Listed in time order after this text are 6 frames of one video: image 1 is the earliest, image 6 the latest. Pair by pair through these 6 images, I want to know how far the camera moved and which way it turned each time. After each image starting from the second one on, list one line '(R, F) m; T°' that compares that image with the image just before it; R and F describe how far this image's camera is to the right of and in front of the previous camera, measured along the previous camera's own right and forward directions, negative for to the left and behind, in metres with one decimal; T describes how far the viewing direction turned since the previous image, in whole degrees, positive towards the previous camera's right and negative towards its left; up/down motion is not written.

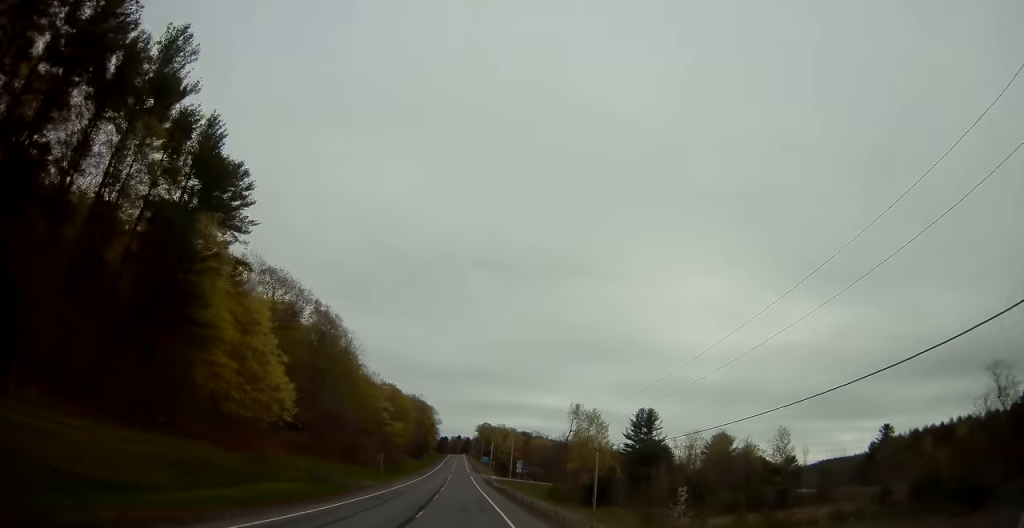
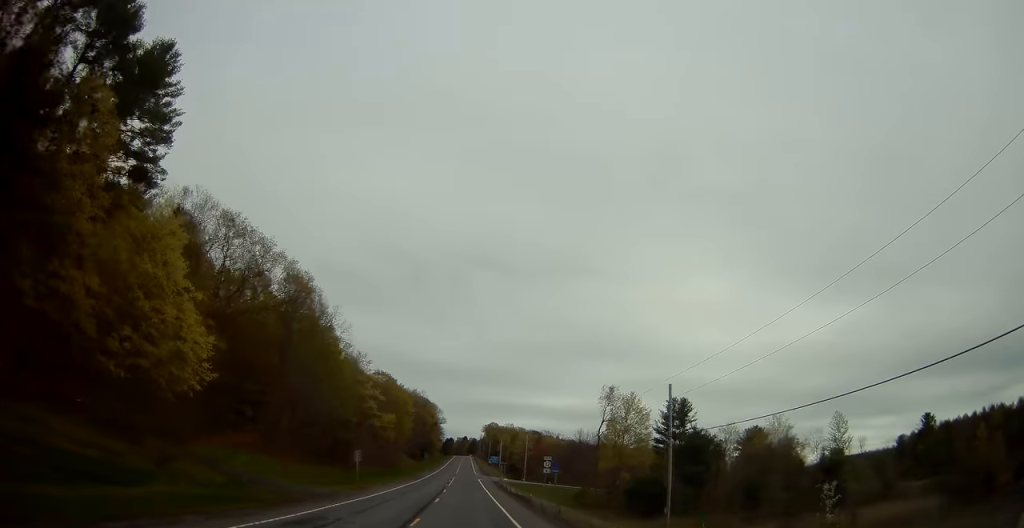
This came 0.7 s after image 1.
(-0.3, +17.9) m; -1°
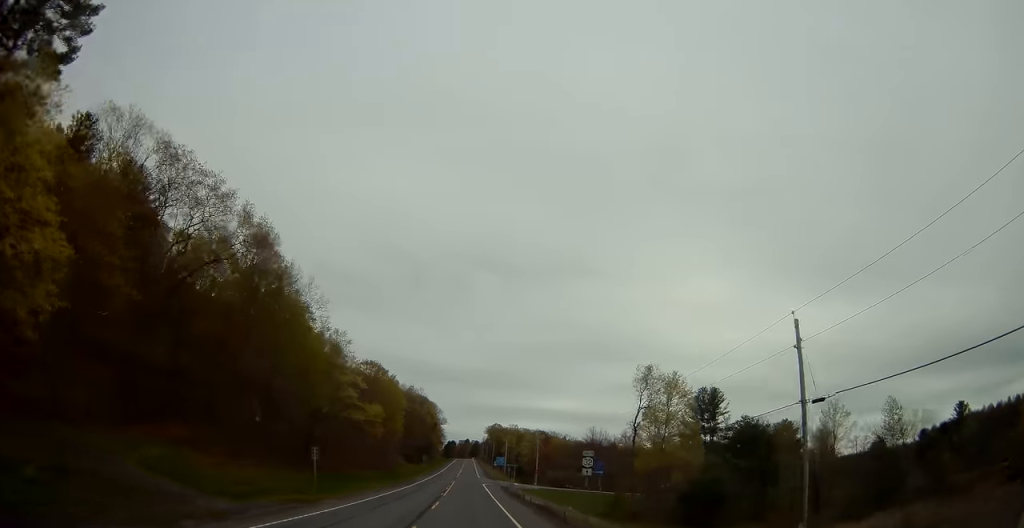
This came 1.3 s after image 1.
(-0.2, +14.6) m; 0°
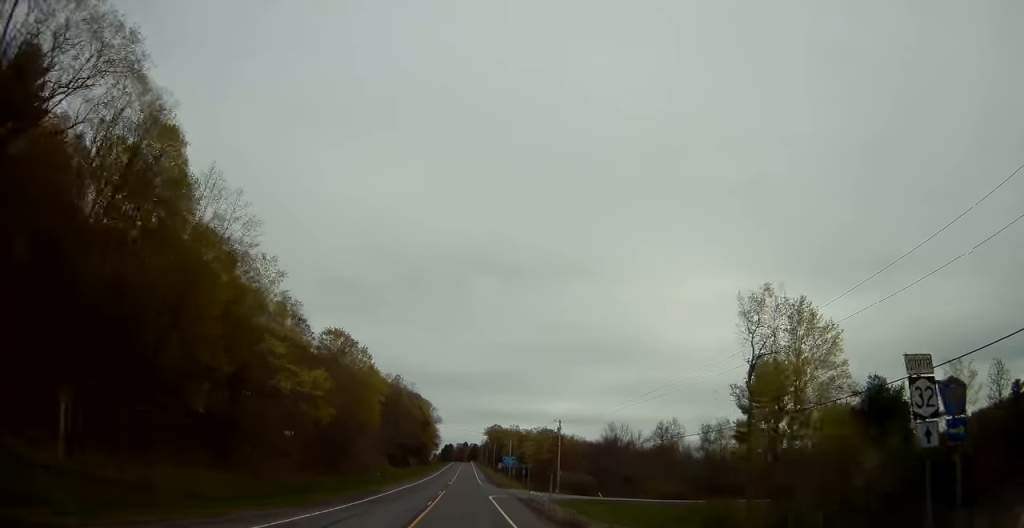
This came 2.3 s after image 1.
(+0.3, +24.3) m; 0°
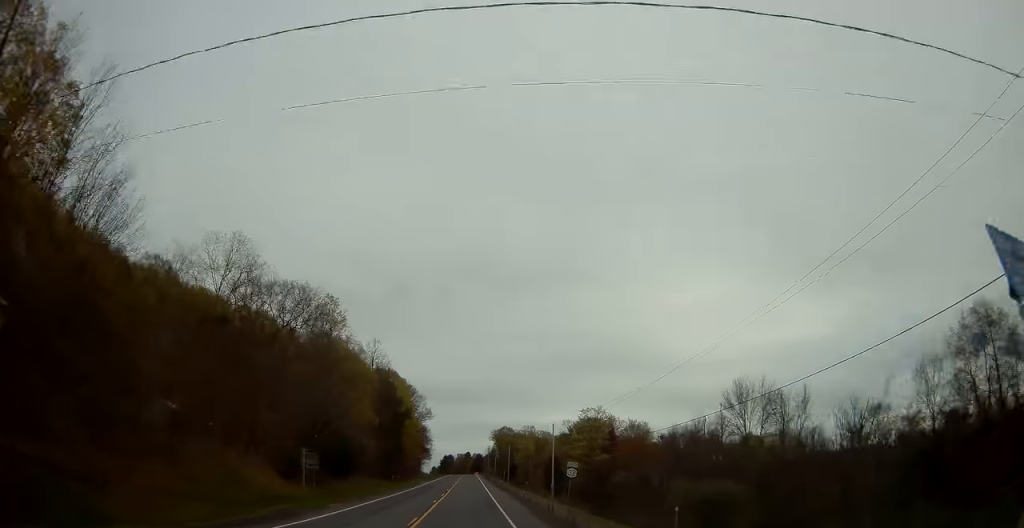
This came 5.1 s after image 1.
(-0.4, +67.0) m; 0°
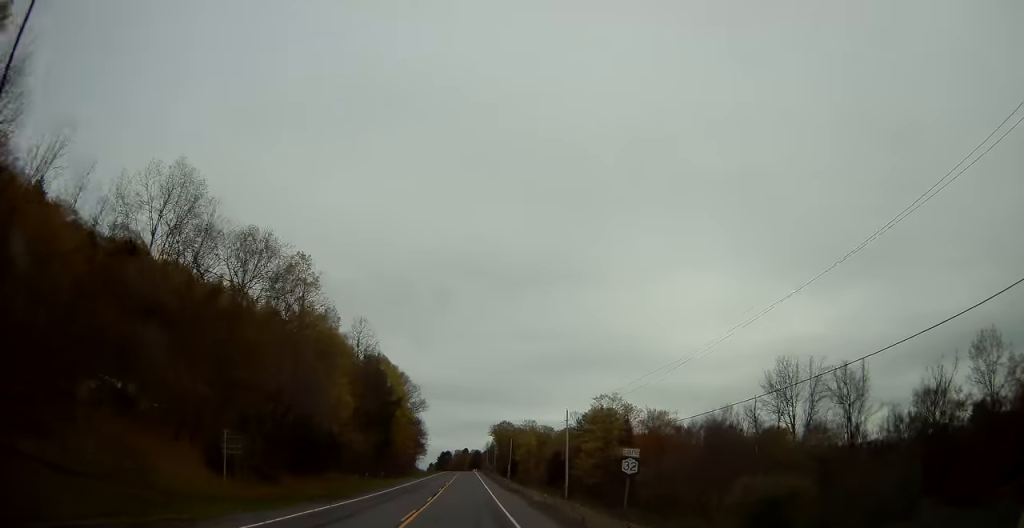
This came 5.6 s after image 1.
(+0.1, +12.0) m; 0°
